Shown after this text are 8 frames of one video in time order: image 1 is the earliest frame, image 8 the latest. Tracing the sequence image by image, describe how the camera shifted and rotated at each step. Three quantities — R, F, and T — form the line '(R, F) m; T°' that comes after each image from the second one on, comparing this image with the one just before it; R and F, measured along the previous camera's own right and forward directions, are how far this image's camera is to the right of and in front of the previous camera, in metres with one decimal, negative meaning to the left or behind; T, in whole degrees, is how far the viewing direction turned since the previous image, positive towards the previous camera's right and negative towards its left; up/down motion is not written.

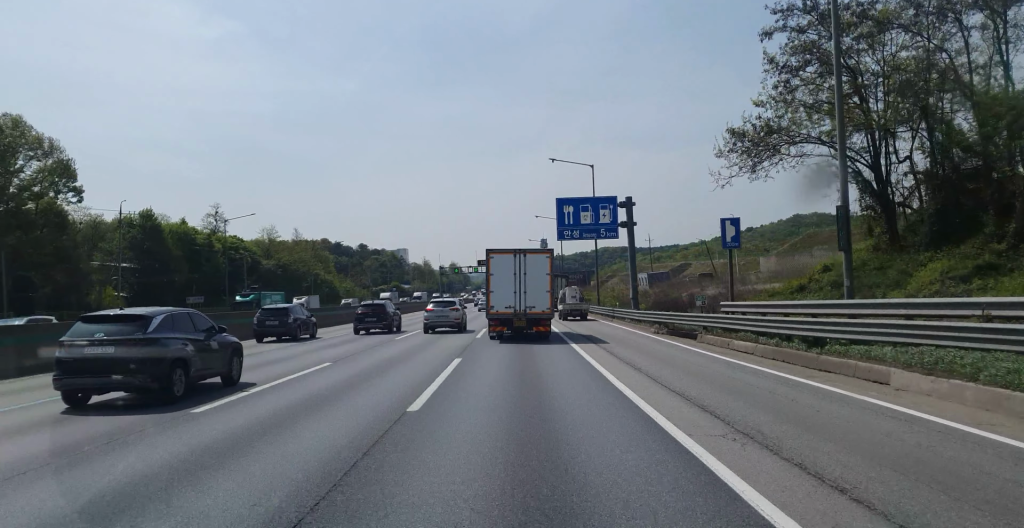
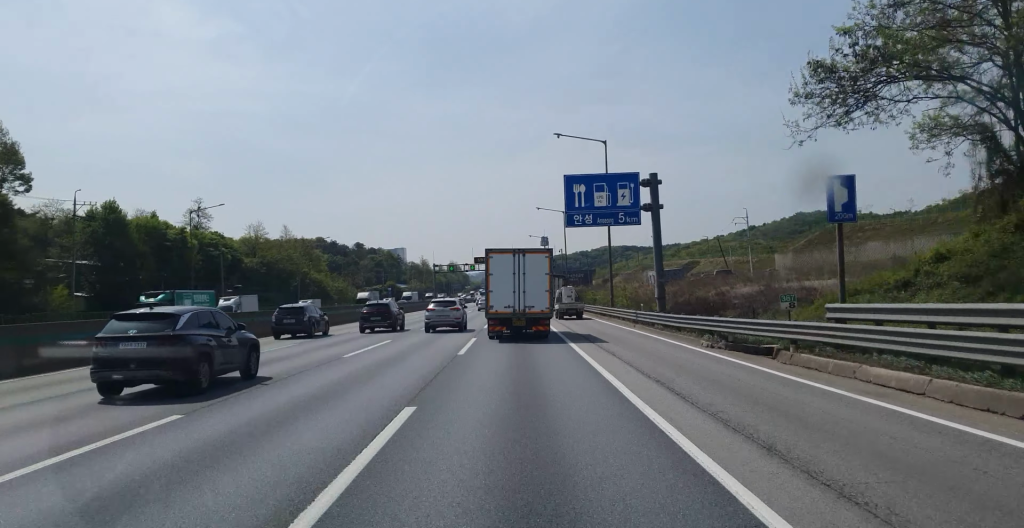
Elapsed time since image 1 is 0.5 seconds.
(+0.2, +9.5) m; 0°
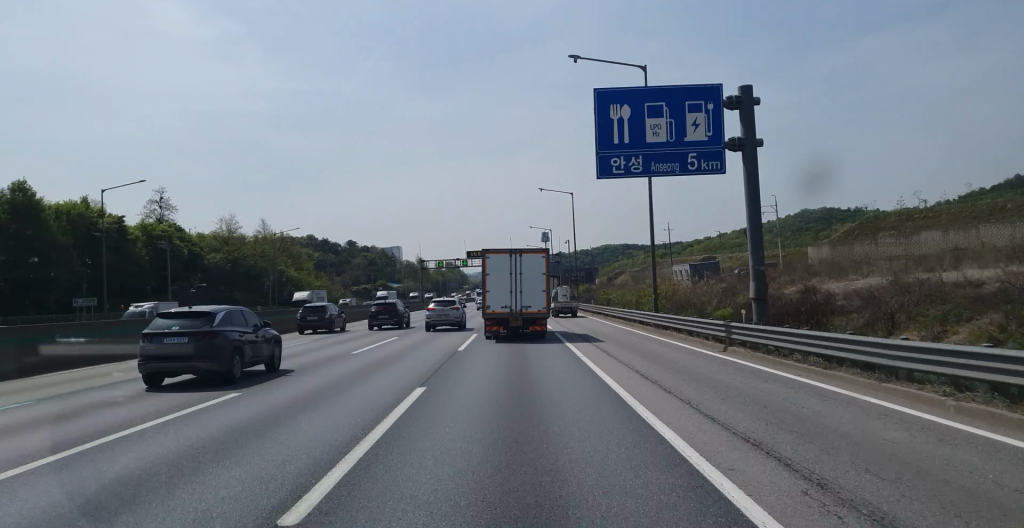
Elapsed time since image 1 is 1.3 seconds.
(-0.2, +17.1) m; +1°
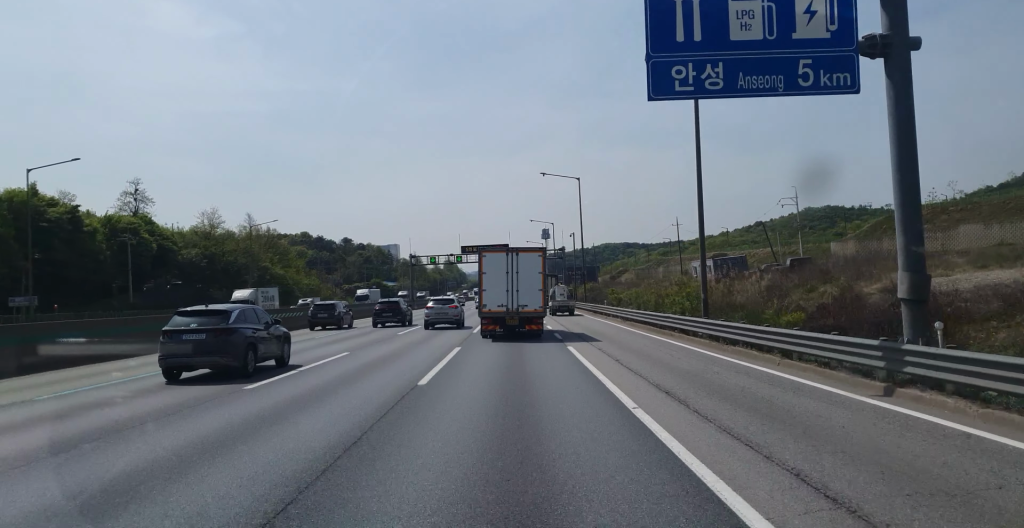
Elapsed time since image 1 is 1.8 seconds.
(-0.2, +9.6) m; +1°
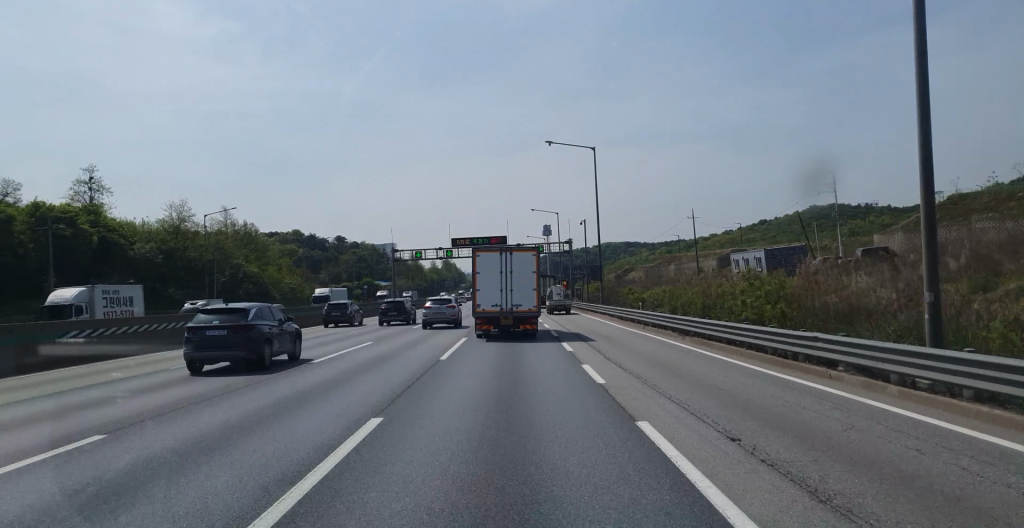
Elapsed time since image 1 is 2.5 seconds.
(+0.6, +14.7) m; +1°
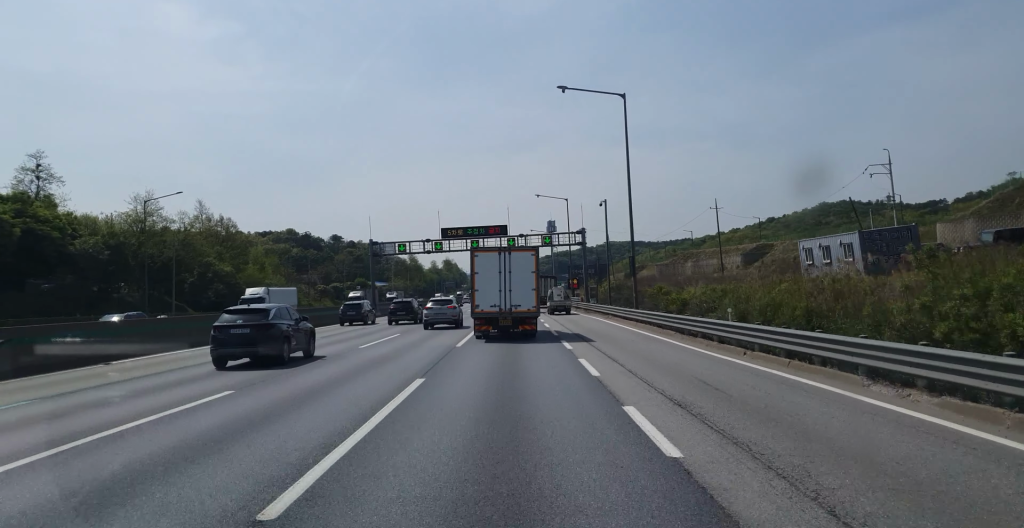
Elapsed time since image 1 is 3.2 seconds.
(0.0, +14.8) m; 0°
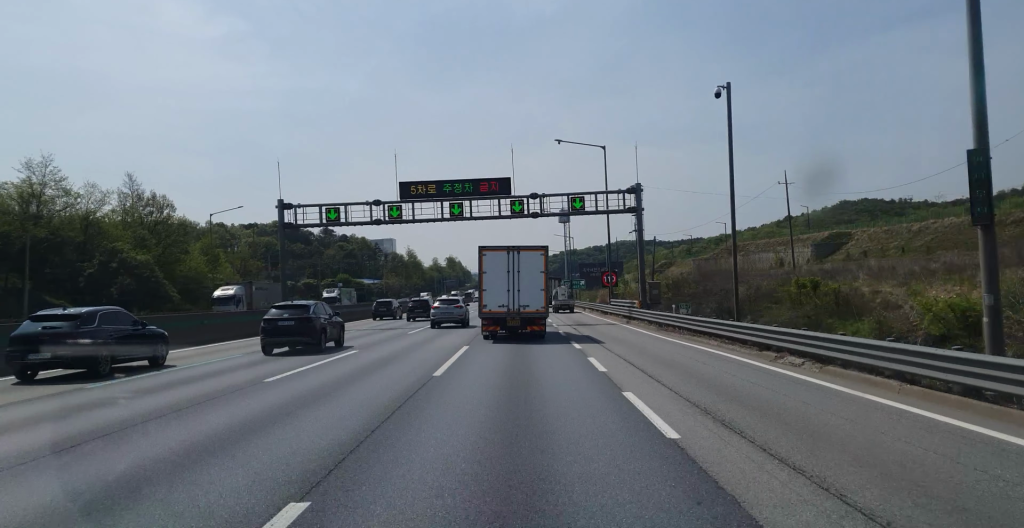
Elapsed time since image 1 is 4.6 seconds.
(-0.3, +30.5) m; -1°
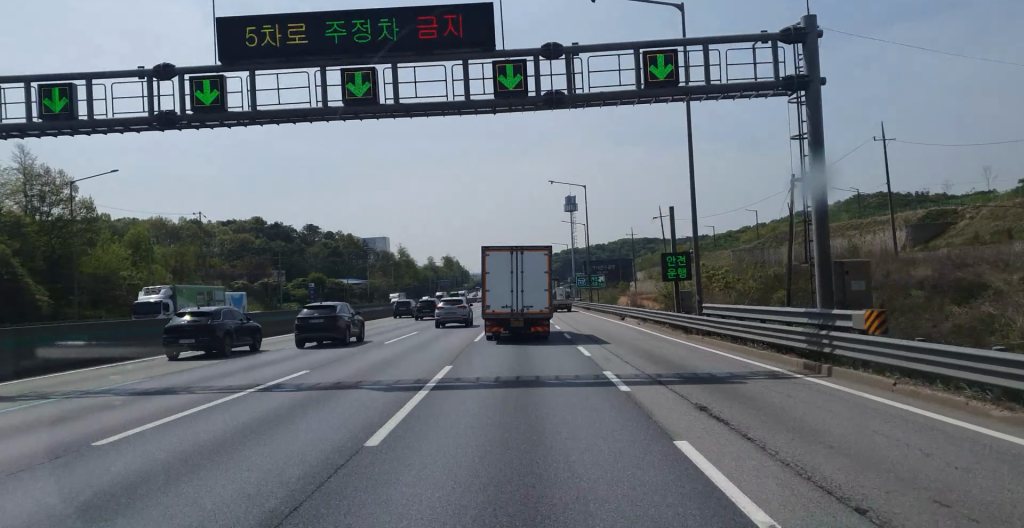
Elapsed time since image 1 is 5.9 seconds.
(-0.1, +27.2) m; -2°
